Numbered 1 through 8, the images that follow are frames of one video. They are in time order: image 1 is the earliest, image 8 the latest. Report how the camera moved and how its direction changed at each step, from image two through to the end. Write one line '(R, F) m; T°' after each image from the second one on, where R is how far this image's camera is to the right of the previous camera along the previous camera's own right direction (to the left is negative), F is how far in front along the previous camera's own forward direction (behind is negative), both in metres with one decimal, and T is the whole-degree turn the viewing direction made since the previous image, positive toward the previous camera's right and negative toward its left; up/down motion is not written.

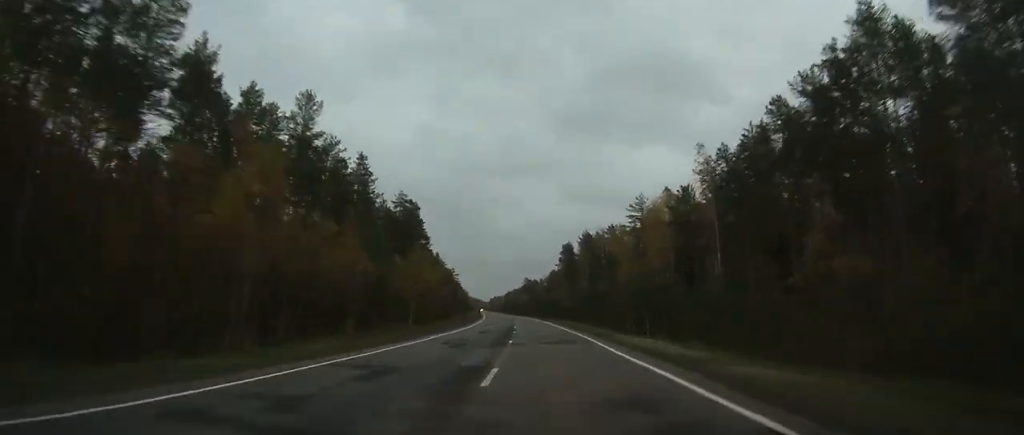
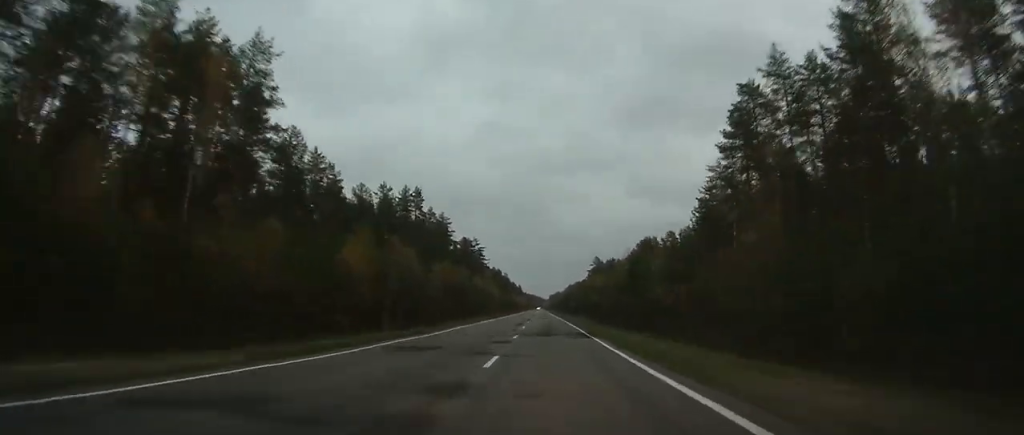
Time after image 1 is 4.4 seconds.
(-5.3, +122.2) m; -4°
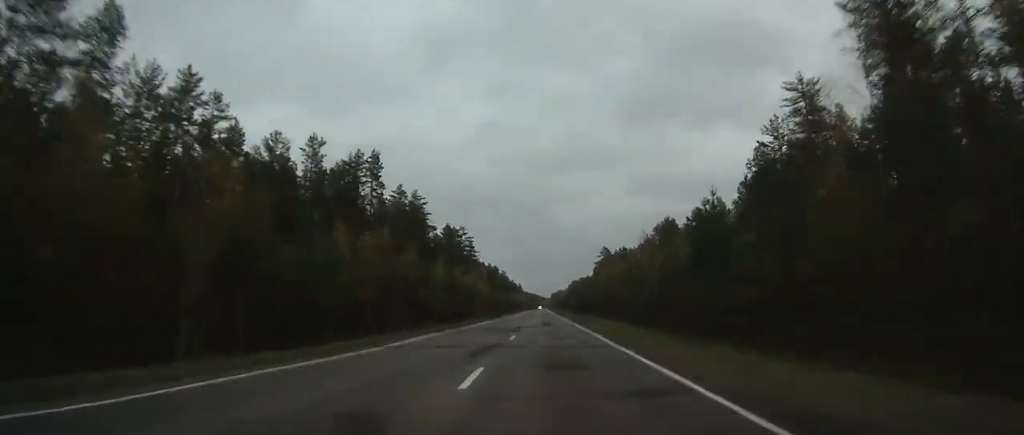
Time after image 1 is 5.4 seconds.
(-0.2, +27.9) m; -1°
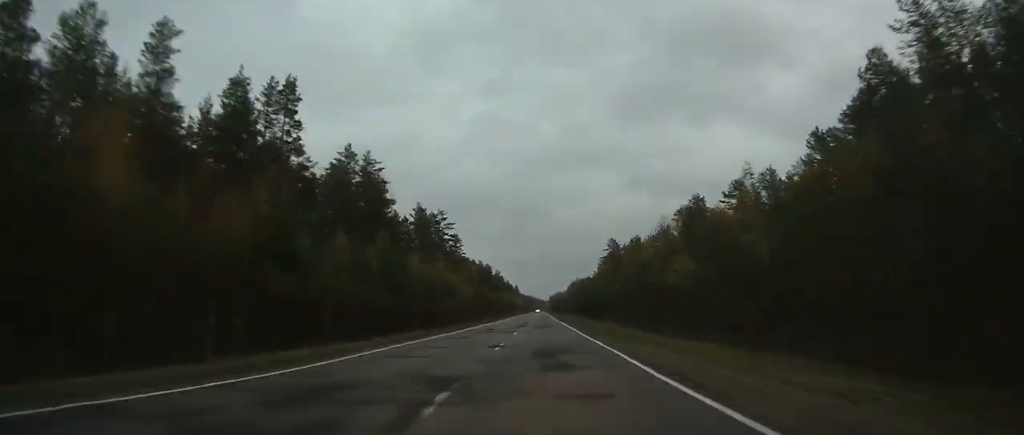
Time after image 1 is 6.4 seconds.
(0.0, +27.9) m; 0°
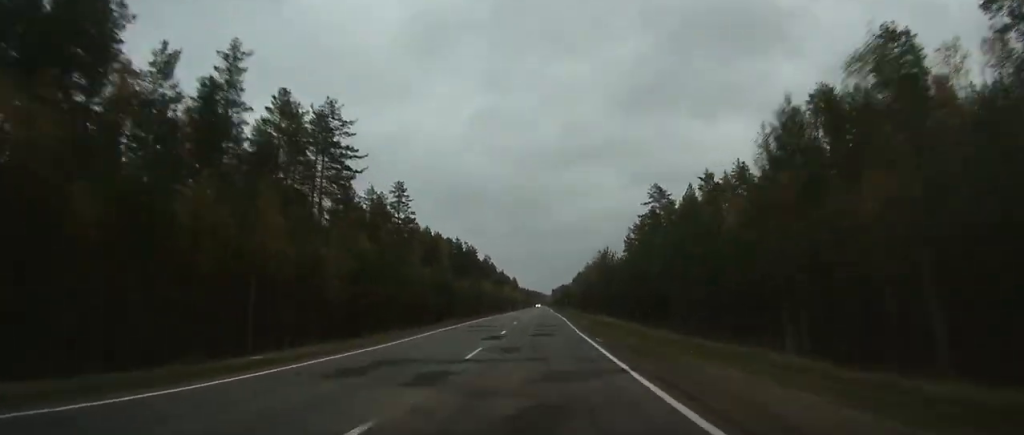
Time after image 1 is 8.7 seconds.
(-0.7, +61.8) m; -1°
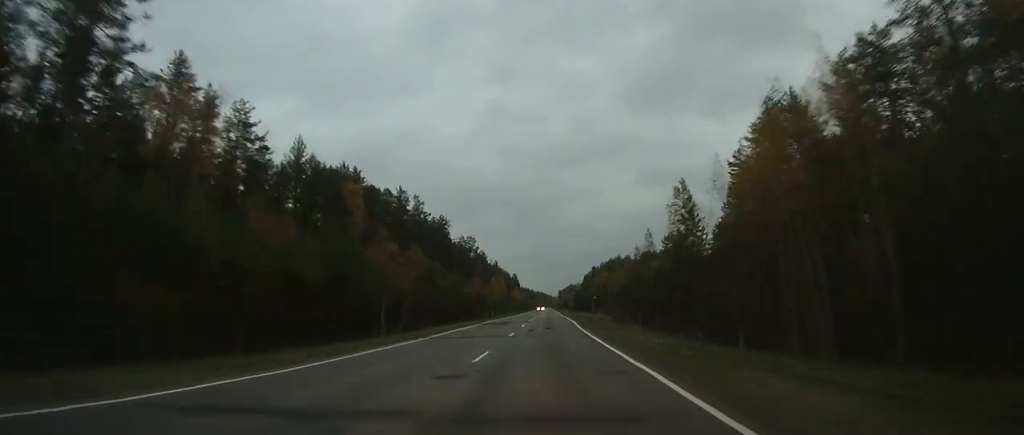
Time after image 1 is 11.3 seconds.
(0.0, +72.8) m; 0°
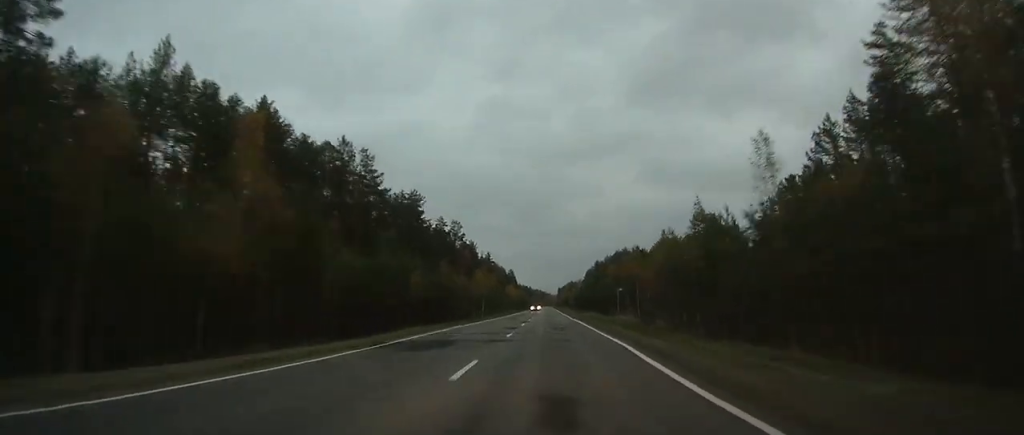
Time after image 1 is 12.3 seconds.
(0.0, +29.8) m; 0°
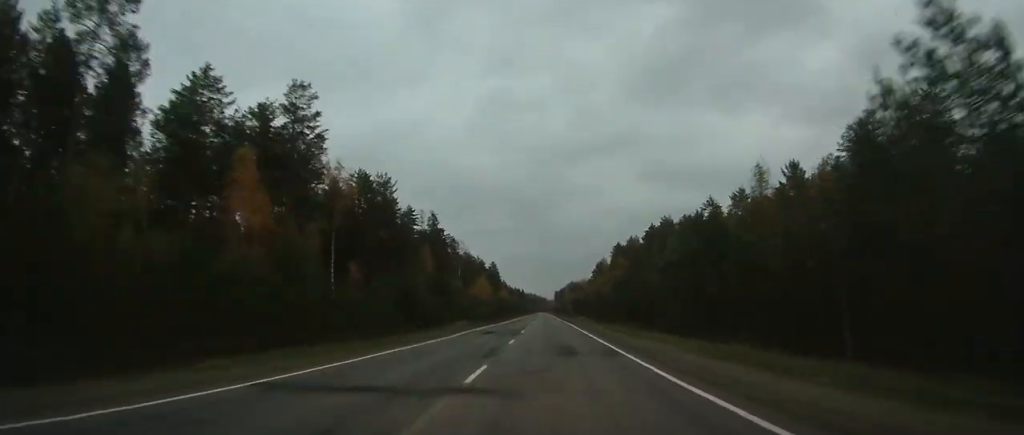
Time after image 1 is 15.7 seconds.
(+0.9, +100.2) m; +1°
